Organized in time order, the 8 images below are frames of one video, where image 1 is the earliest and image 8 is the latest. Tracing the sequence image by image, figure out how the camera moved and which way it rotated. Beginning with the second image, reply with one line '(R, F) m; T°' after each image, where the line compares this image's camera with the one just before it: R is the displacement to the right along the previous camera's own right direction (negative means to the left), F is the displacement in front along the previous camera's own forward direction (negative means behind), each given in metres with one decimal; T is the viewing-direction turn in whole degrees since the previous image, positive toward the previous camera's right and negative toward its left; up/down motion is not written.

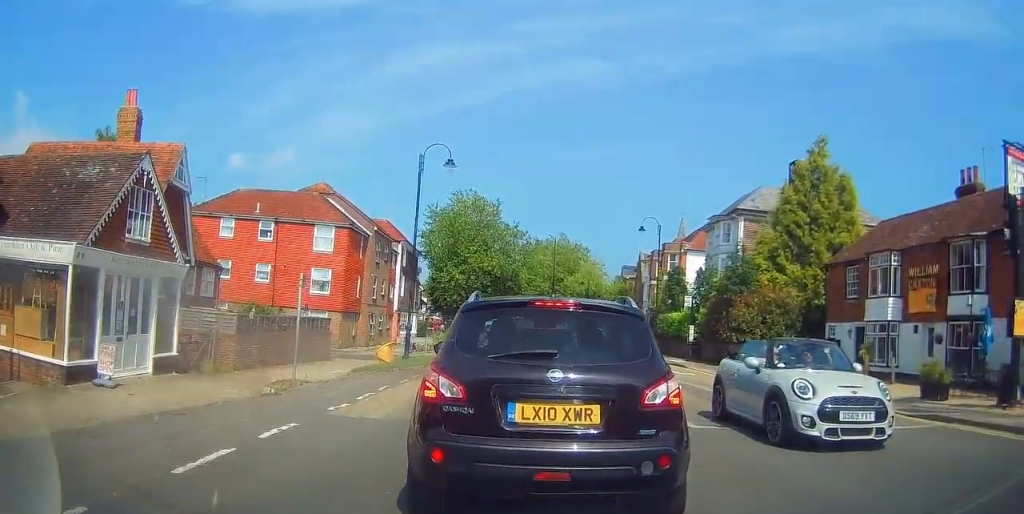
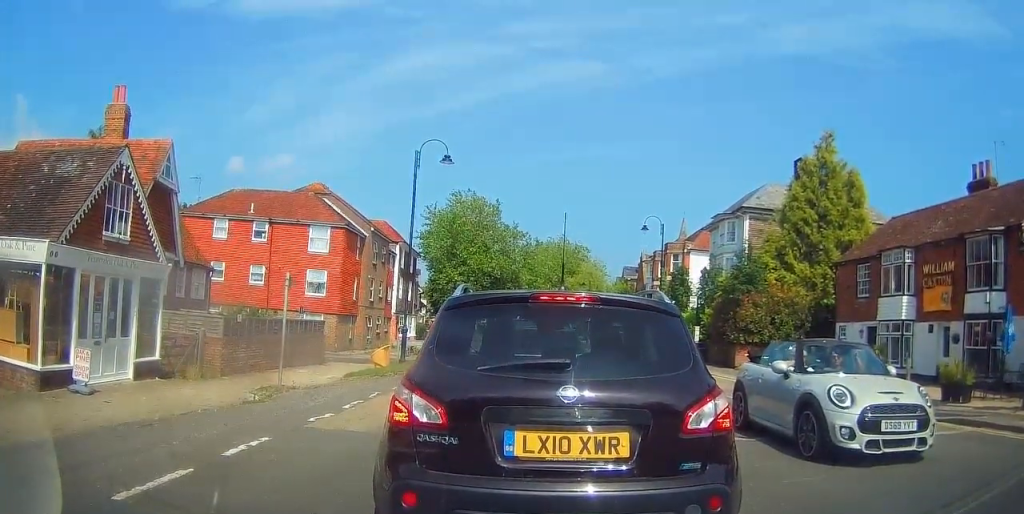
(+0.2, +0.6) m; 0°
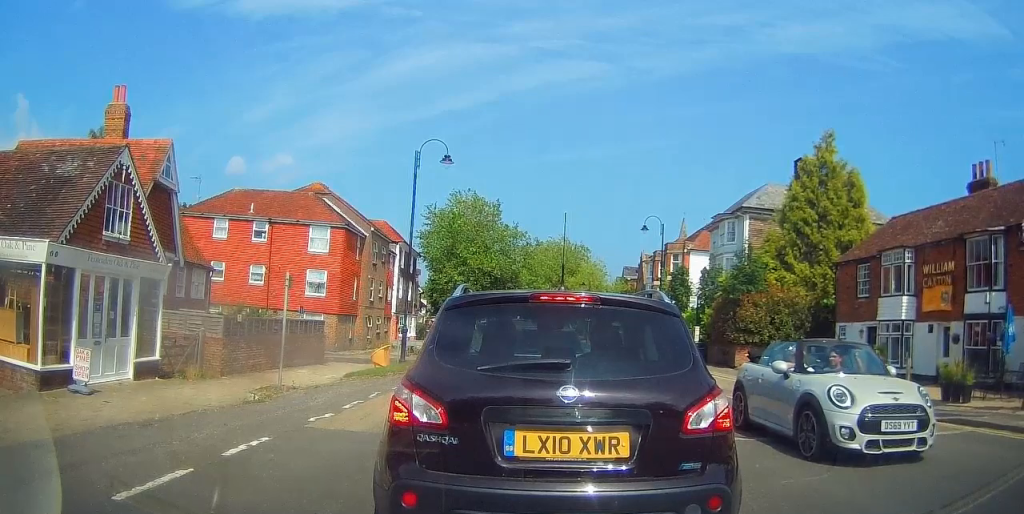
(0.0, 0.0) m; 0°
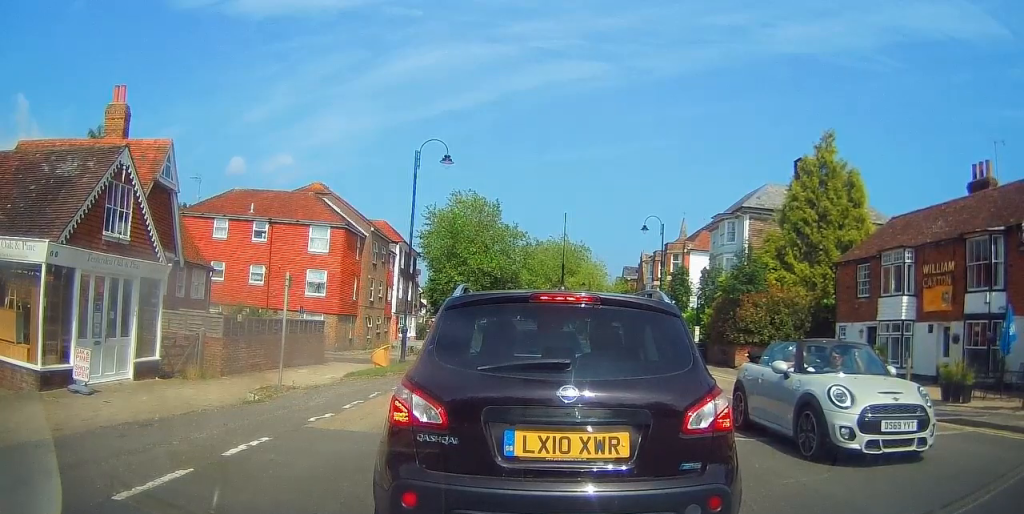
(0.0, 0.0) m; 0°
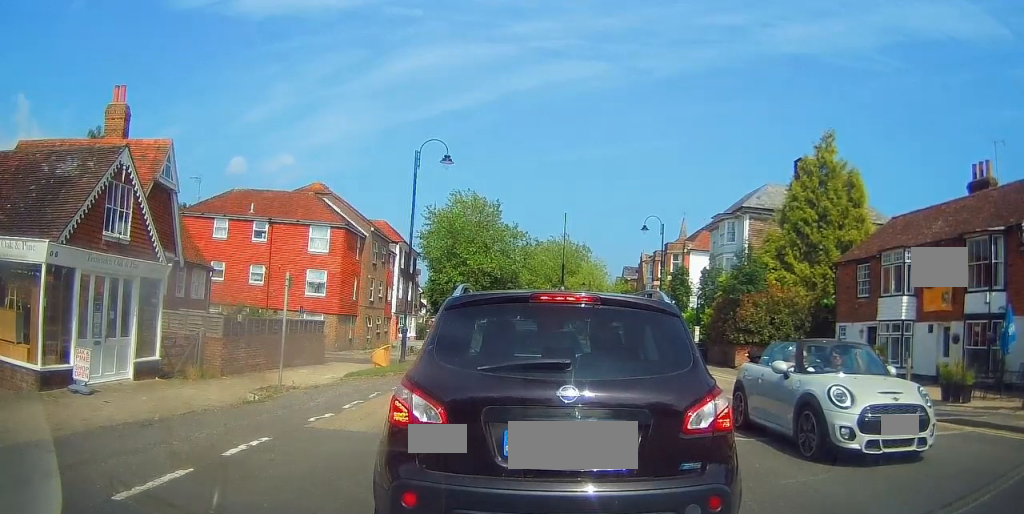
(0.0, 0.0) m; 0°
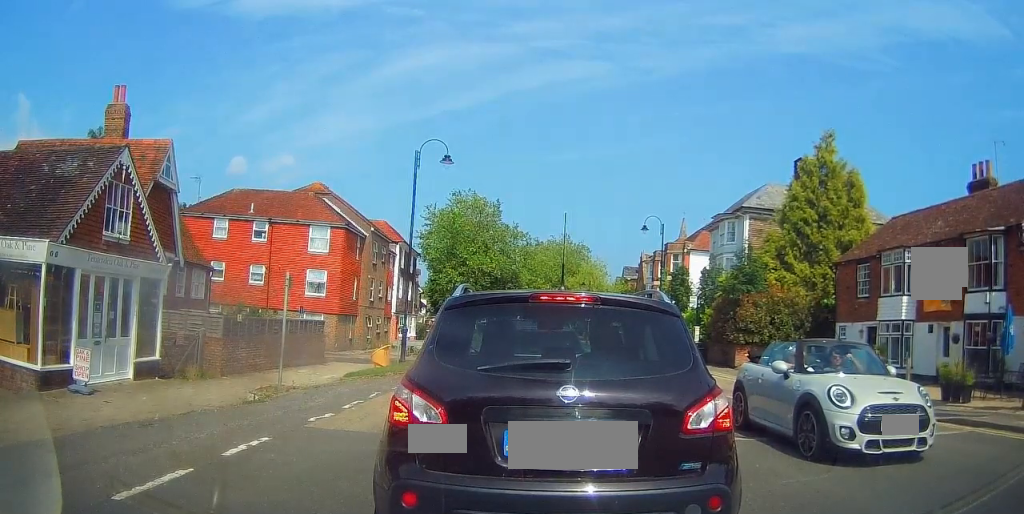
(0.0, 0.0) m; 0°
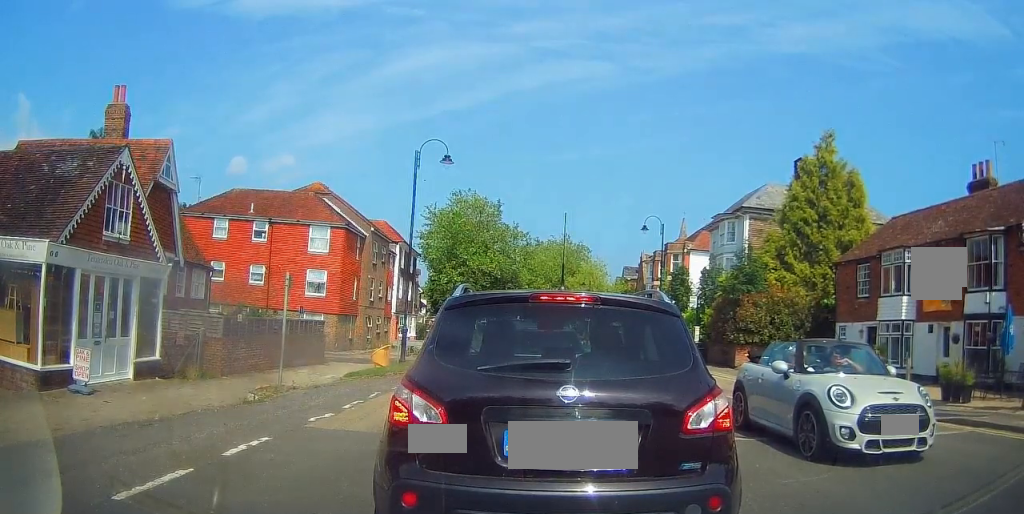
(0.0, 0.0) m; 0°
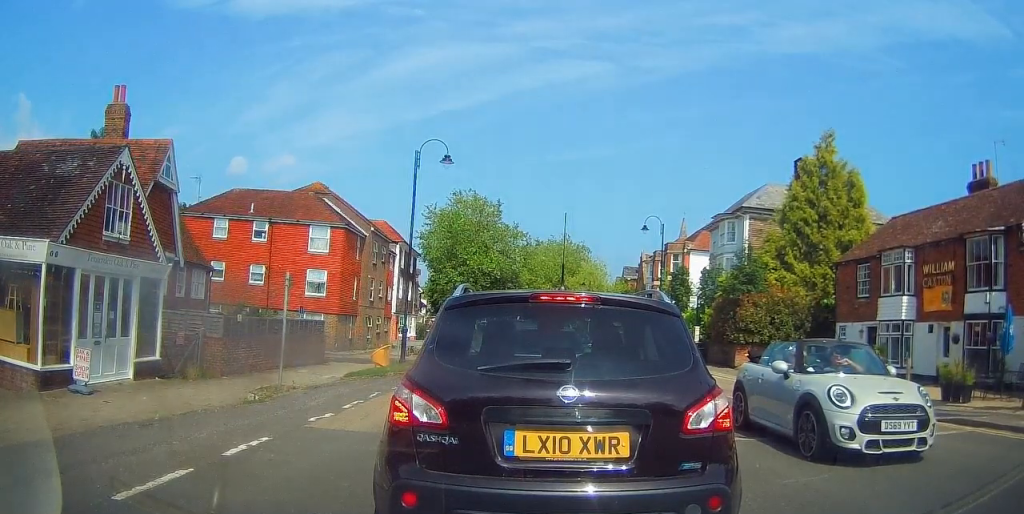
(0.0, 0.0) m; 0°
